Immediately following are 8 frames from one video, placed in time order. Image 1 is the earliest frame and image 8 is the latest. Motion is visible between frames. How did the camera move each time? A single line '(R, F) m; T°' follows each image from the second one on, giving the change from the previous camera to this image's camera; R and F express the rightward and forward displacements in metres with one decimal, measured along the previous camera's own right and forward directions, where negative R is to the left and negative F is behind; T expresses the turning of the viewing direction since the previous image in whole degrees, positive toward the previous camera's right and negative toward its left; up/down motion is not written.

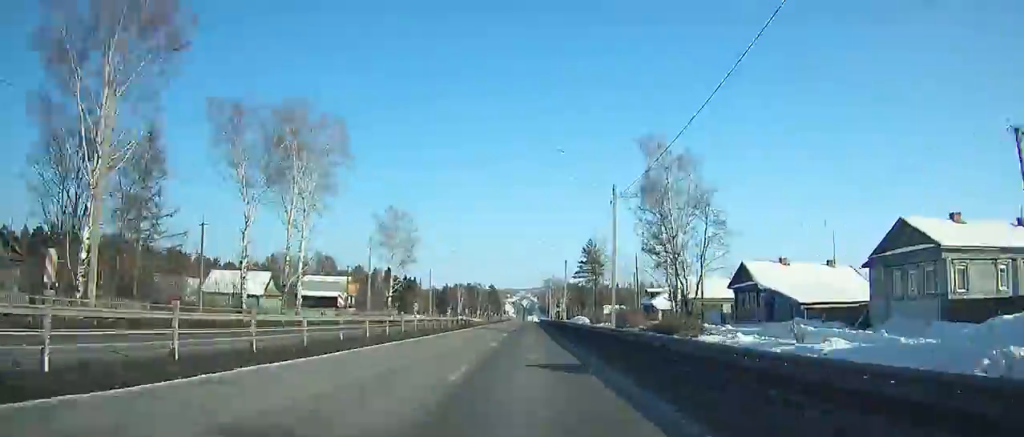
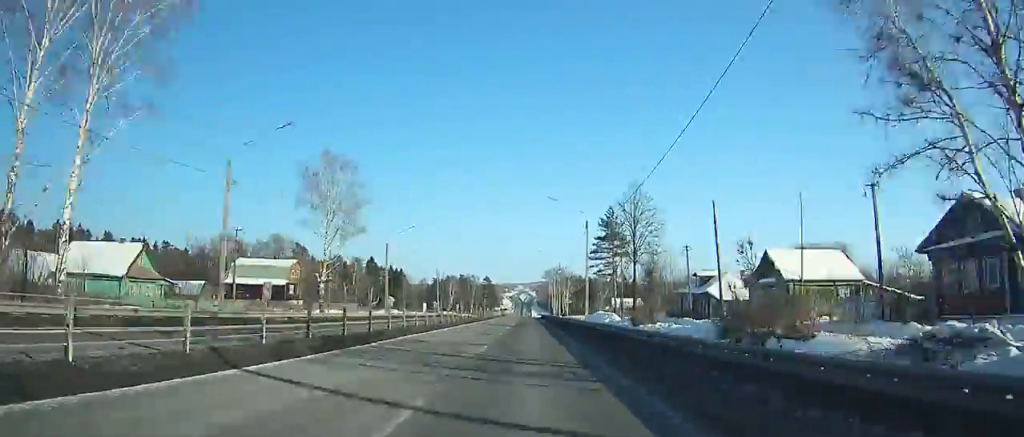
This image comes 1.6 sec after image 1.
(-0.1, +29.8) m; 0°
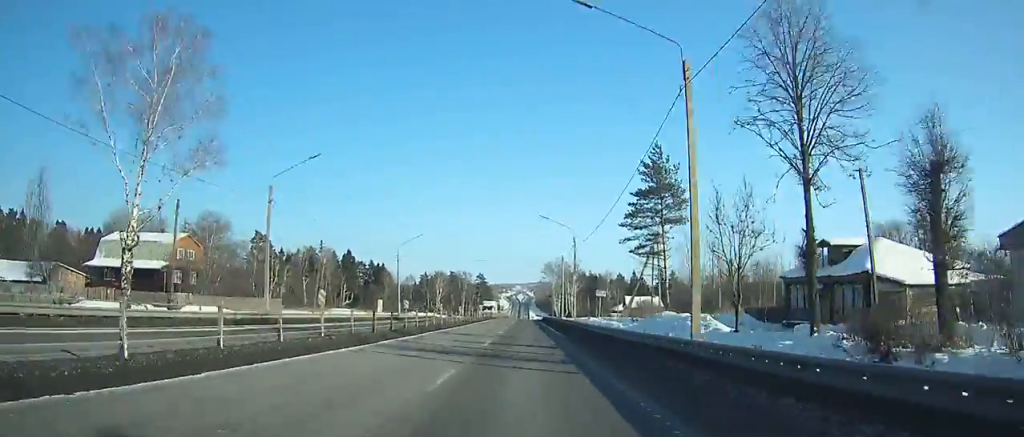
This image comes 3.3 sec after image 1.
(+0.1, +32.3) m; 0°
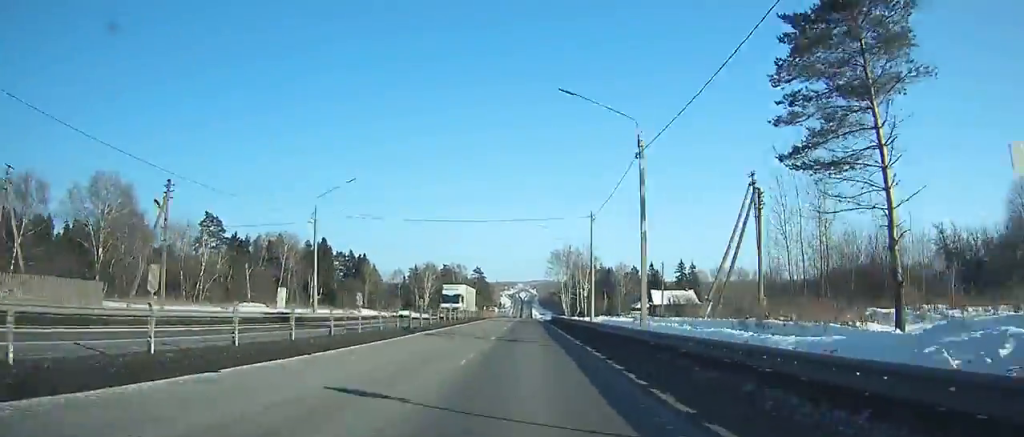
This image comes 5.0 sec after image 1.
(0.0, +32.8) m; 0°
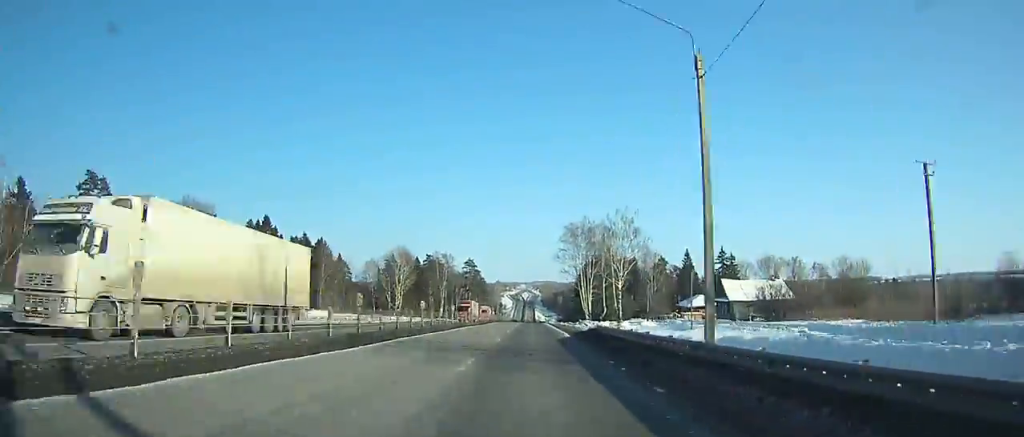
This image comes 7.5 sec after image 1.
(0.0, +49.1) m; 0°
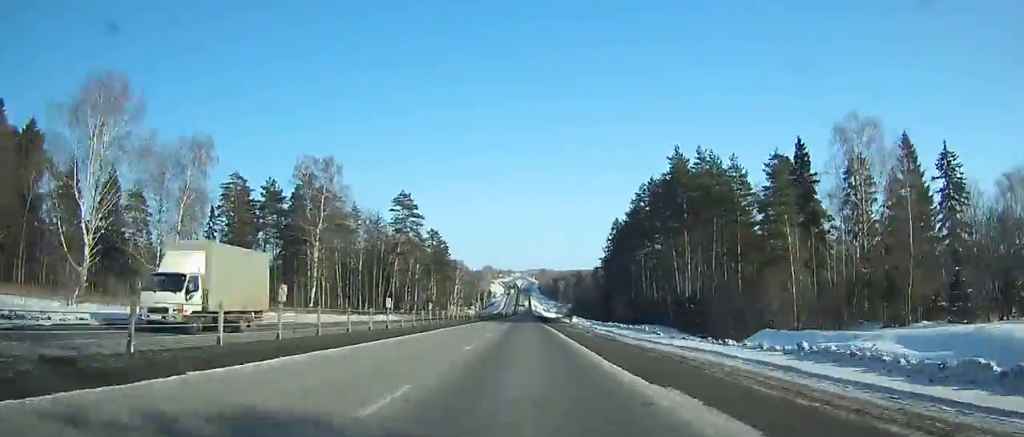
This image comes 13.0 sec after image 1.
(+0.2, +112.8) m; 0°
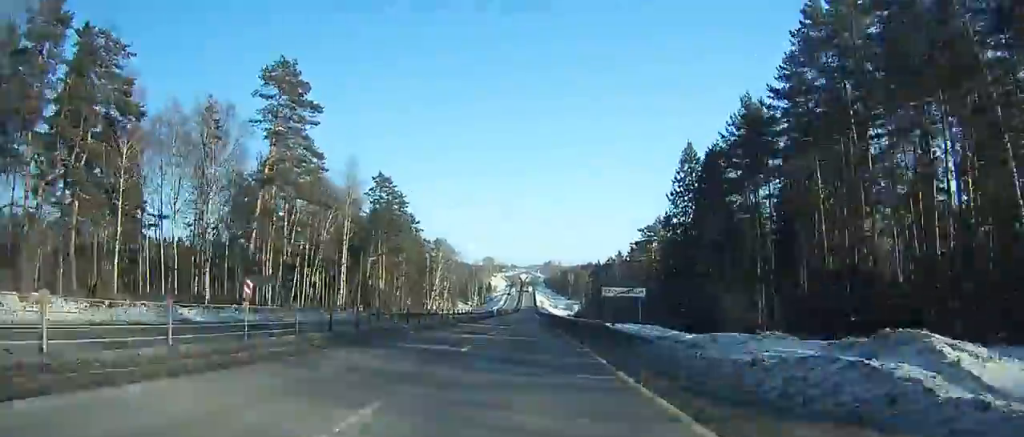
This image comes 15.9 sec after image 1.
(+0.1, +61.7) m; 0°
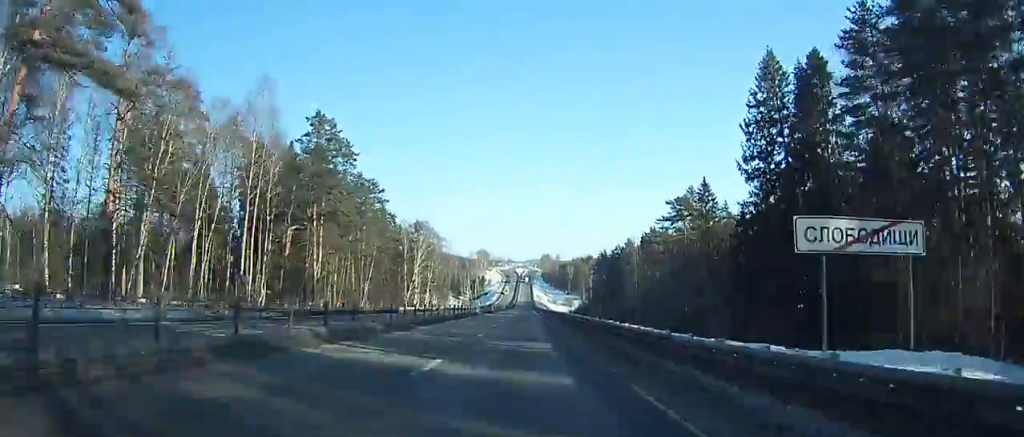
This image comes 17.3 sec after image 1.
(0.0, +30.4) m; 0°
